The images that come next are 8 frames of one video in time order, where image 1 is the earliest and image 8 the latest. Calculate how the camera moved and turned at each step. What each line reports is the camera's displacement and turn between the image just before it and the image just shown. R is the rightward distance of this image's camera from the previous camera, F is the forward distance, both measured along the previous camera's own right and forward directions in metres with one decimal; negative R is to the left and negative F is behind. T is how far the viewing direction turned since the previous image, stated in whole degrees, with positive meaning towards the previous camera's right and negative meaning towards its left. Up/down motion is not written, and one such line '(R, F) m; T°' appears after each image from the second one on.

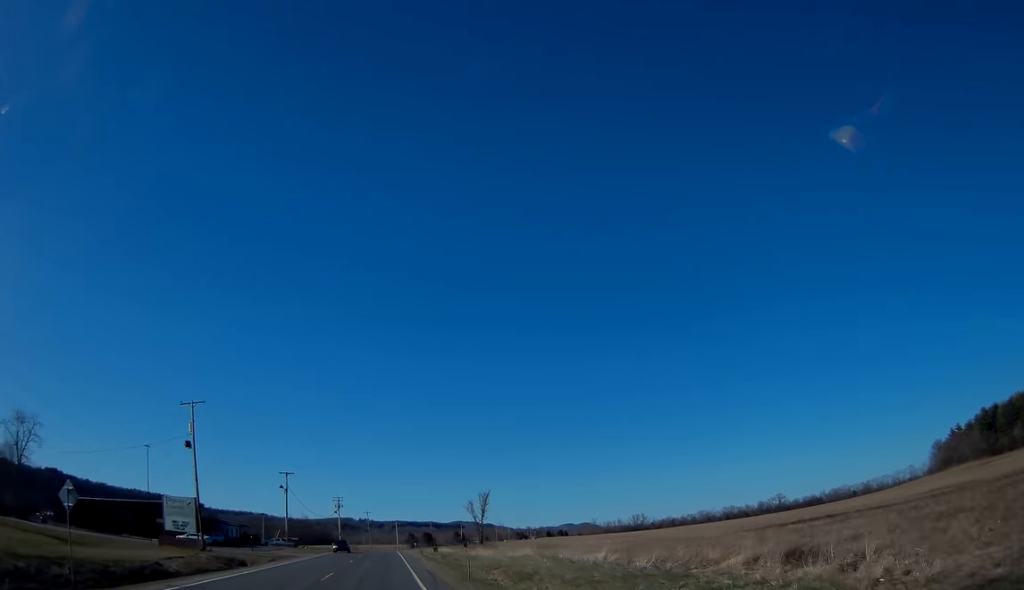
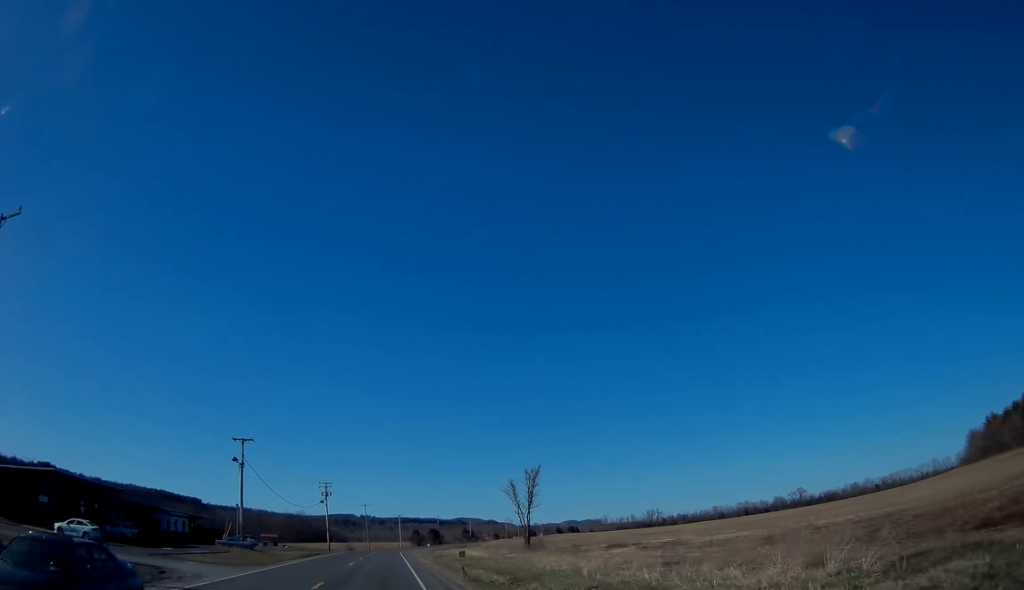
(+0.4, +32.2) m; 0°
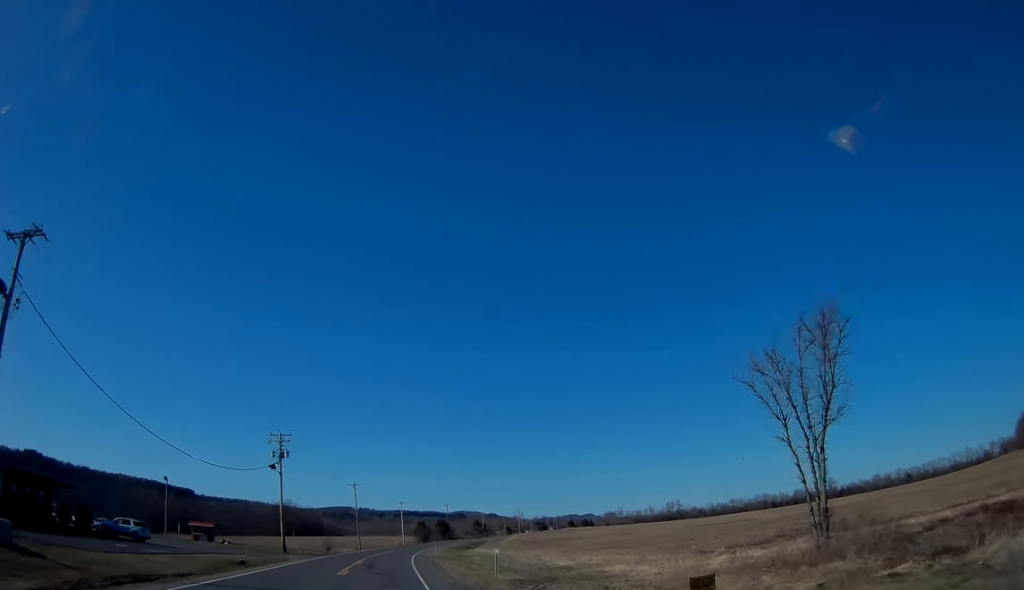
(-0.5, +47.2) m; -1°
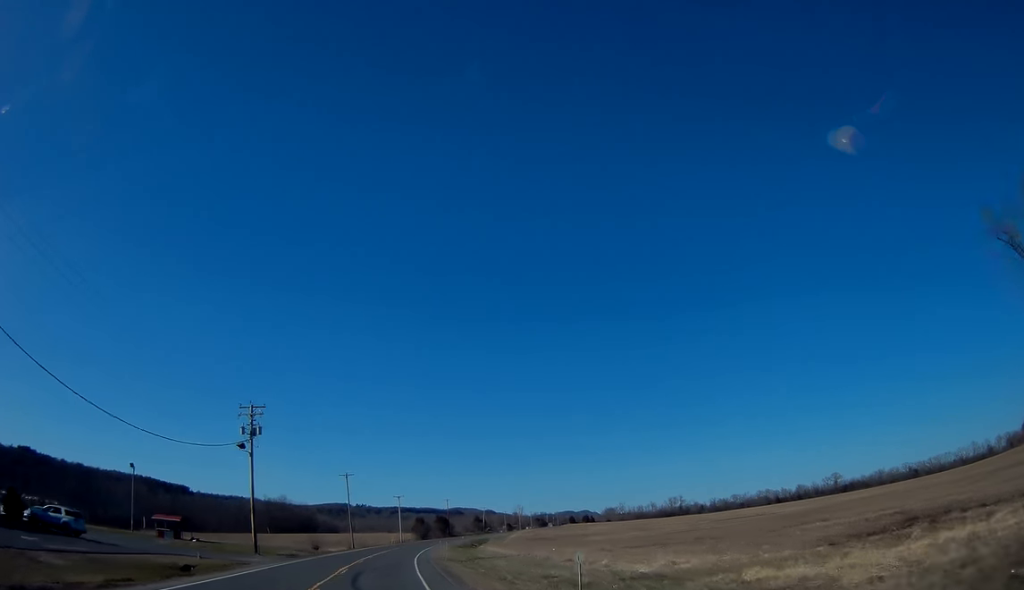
(0.0, +12.5) m; 0°
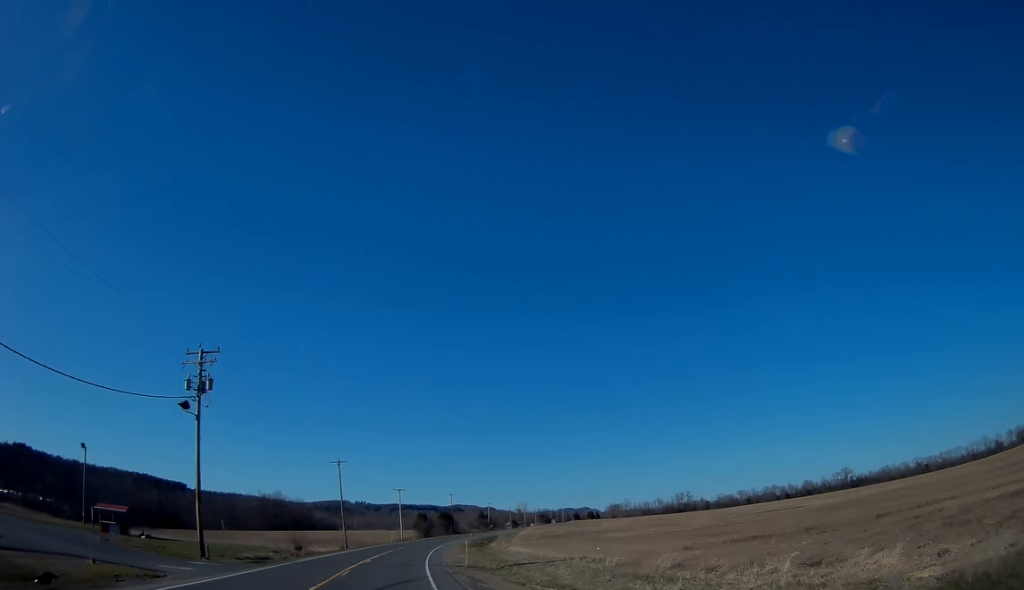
(-0.1, +15.1) m; 0°
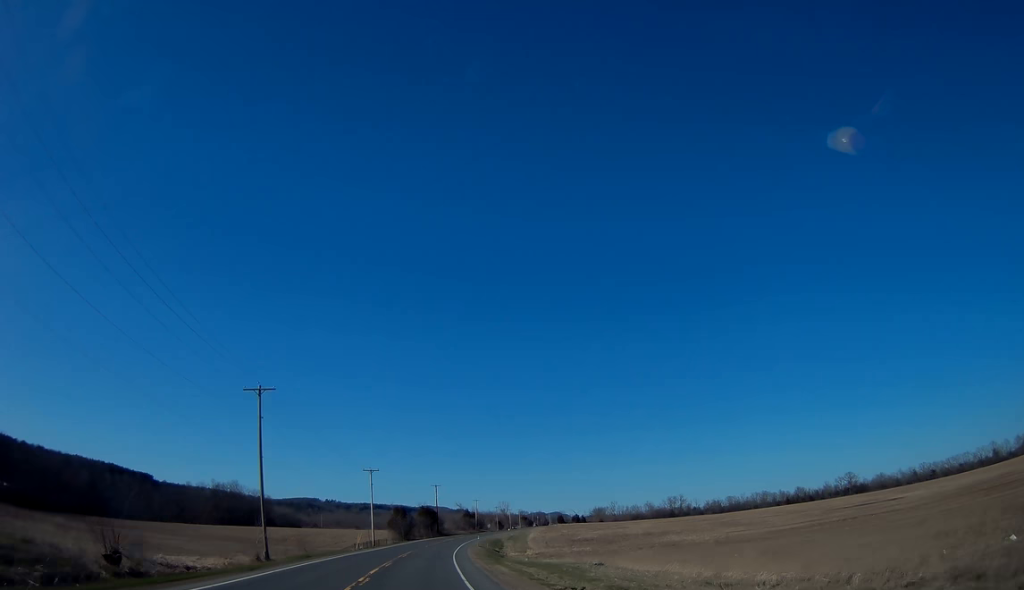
(+0.6, +42.2) m; +2°
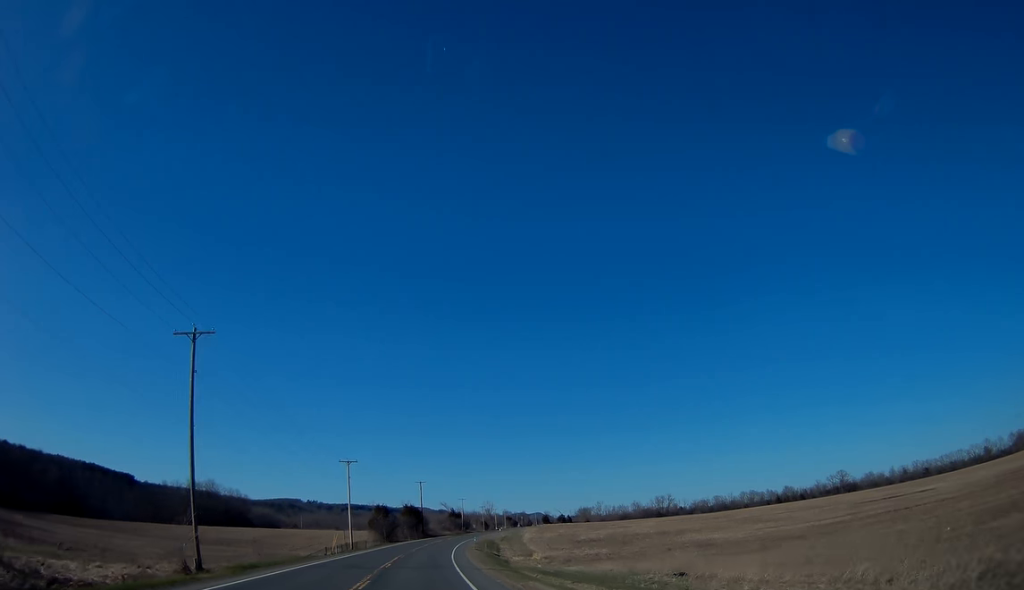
(-0.1, +12.7) m; +1°
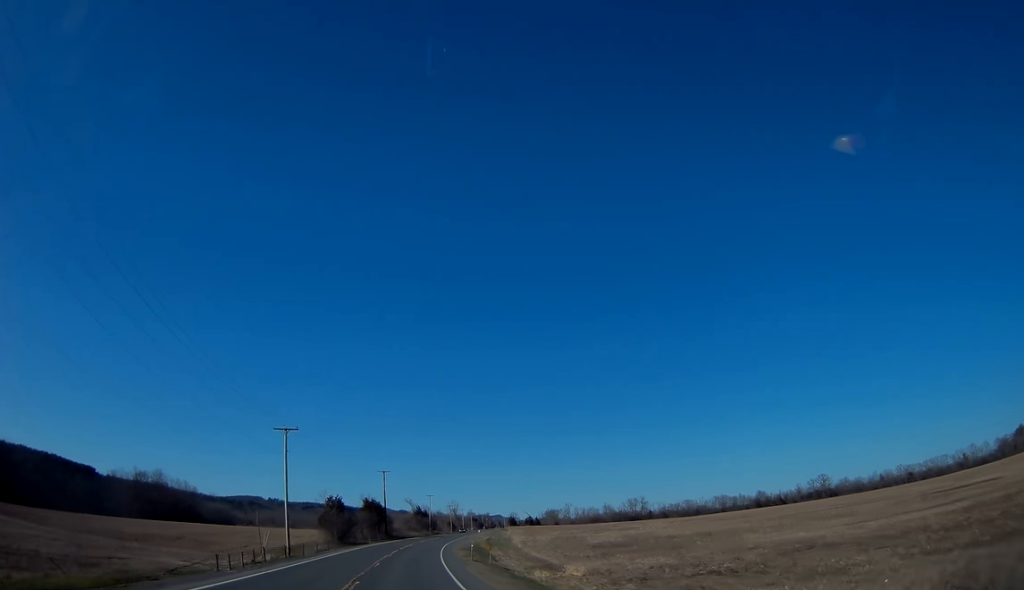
(+0.9, +24.7) m; +4°
